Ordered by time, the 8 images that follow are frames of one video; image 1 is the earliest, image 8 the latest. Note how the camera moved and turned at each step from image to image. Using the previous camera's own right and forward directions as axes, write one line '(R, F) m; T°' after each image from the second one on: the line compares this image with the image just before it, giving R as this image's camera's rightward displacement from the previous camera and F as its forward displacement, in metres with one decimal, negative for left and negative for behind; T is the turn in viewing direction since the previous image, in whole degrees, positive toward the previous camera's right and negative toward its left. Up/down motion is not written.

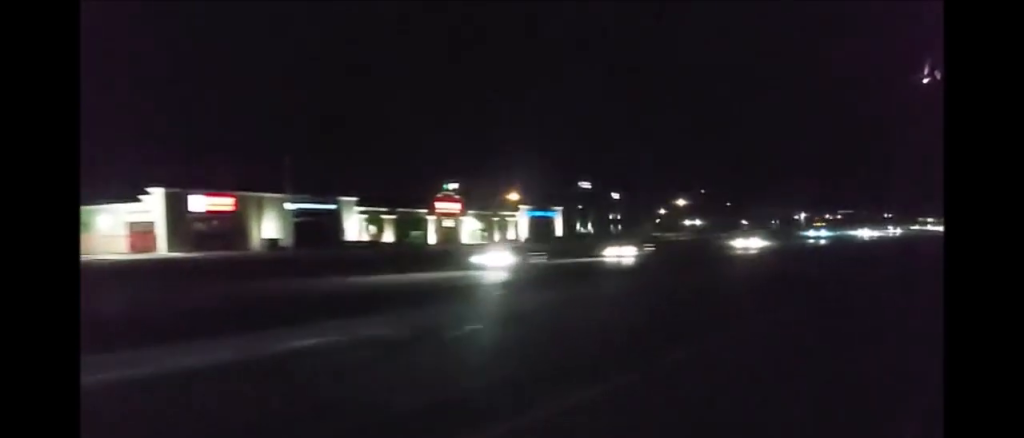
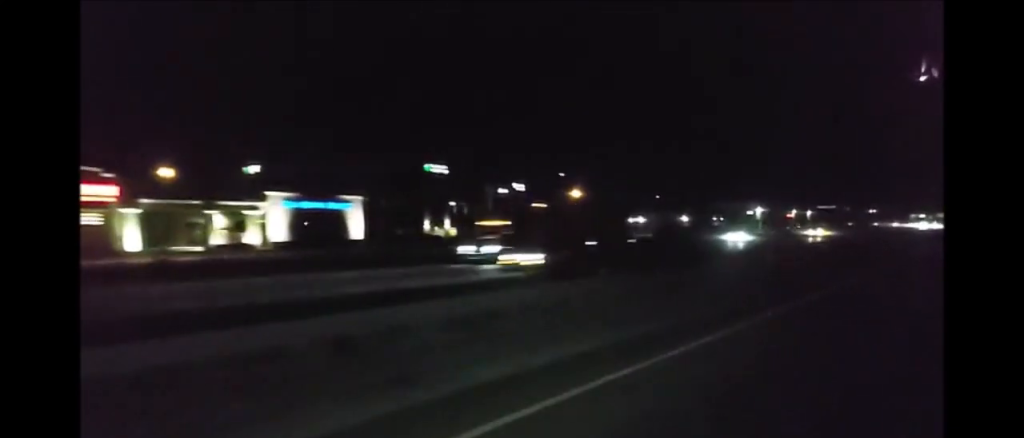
(+0.3, +56.4) m; +1°
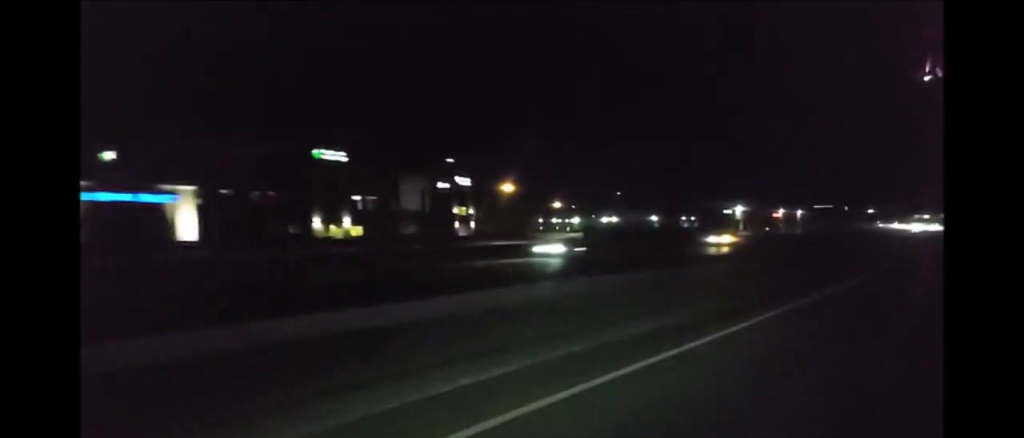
(-0.3, +27.6) m; 0°
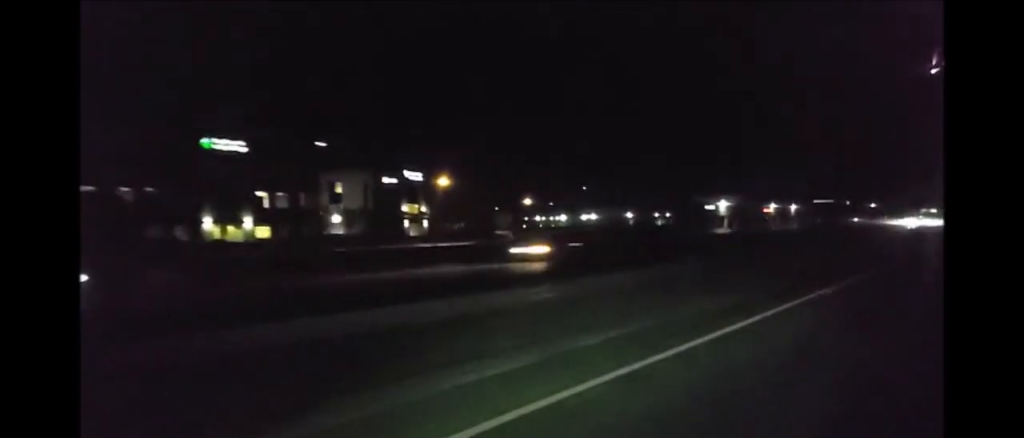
(+0.2, +19.1) m; 0°
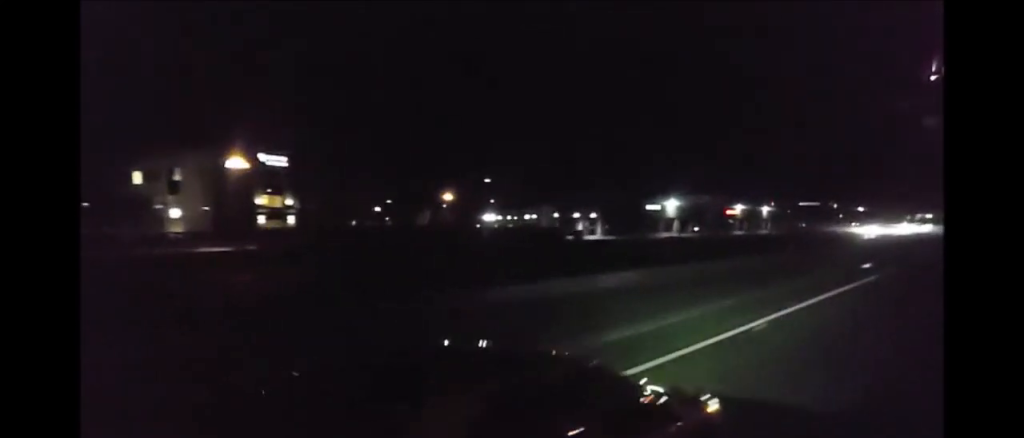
(-0.1, +35.9) m; -1°
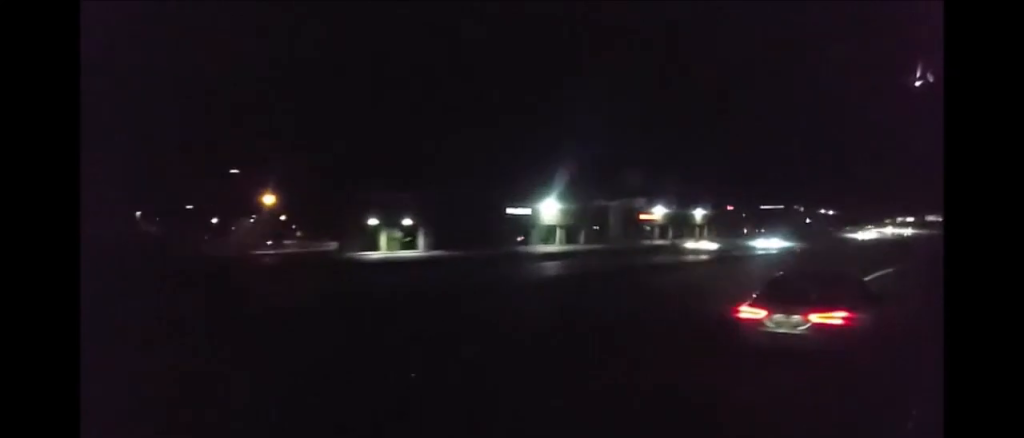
(-0.5, +48.5) m; 0°
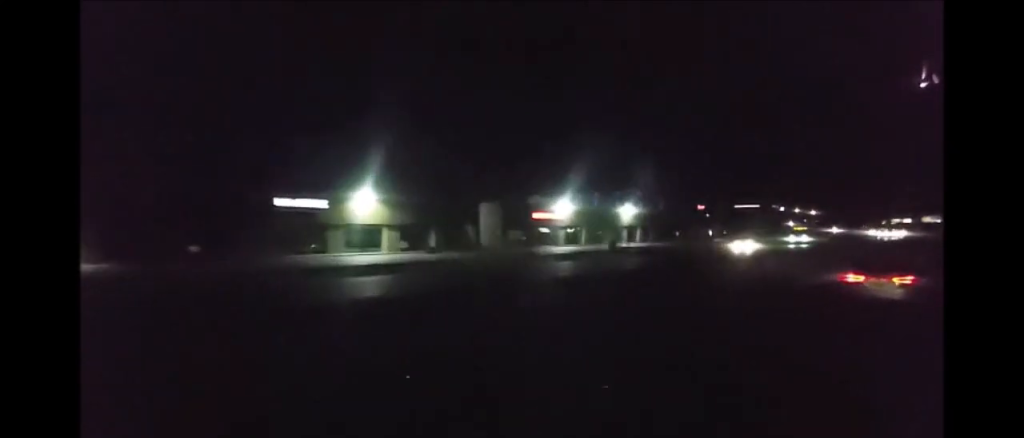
(+0.4, +44.4) m; 0°
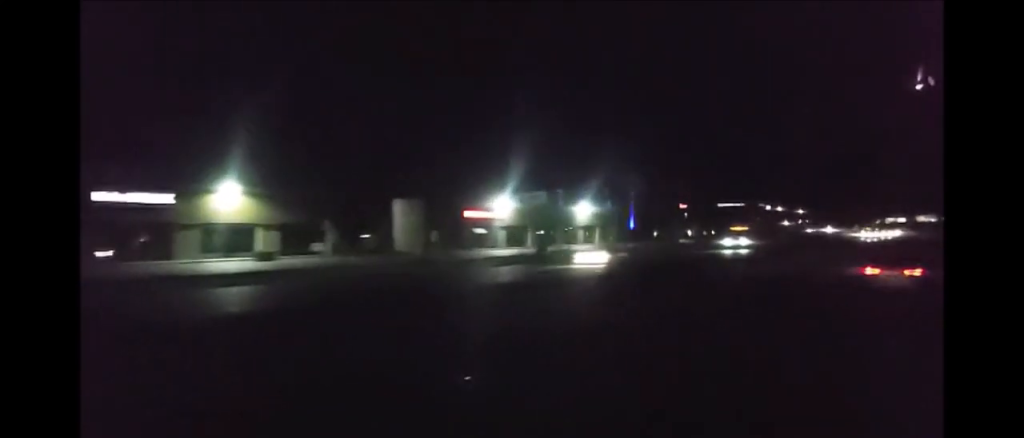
(0.0, +17.8) m; 0°
